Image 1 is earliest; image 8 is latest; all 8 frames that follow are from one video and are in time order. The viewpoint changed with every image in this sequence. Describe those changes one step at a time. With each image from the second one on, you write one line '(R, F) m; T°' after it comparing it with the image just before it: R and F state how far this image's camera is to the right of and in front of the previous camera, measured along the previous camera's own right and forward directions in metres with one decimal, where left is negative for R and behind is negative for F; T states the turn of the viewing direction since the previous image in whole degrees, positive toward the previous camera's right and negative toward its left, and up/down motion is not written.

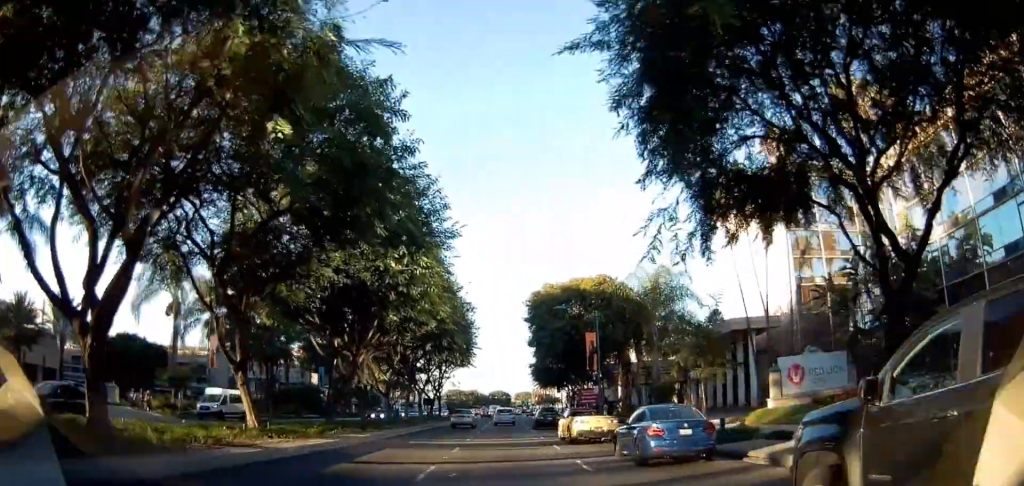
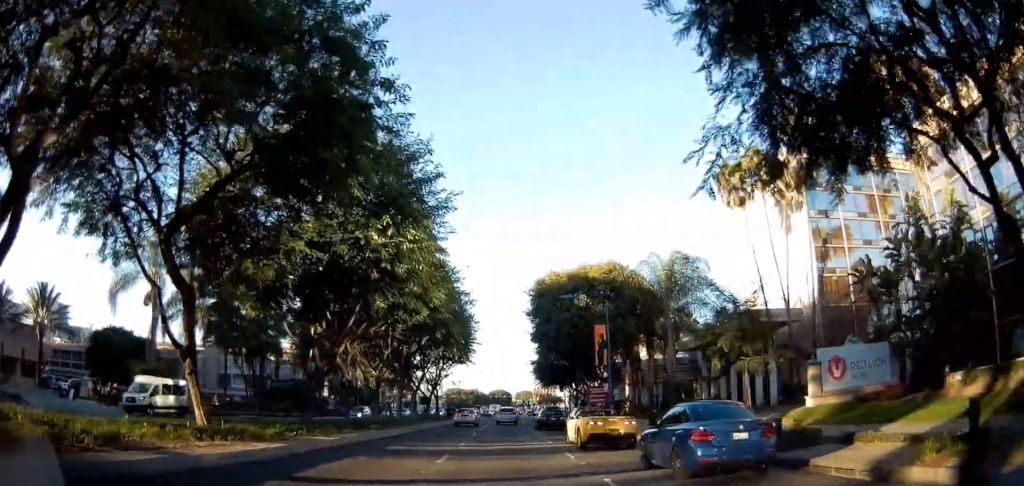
(0.0, +3.9) m; 0°
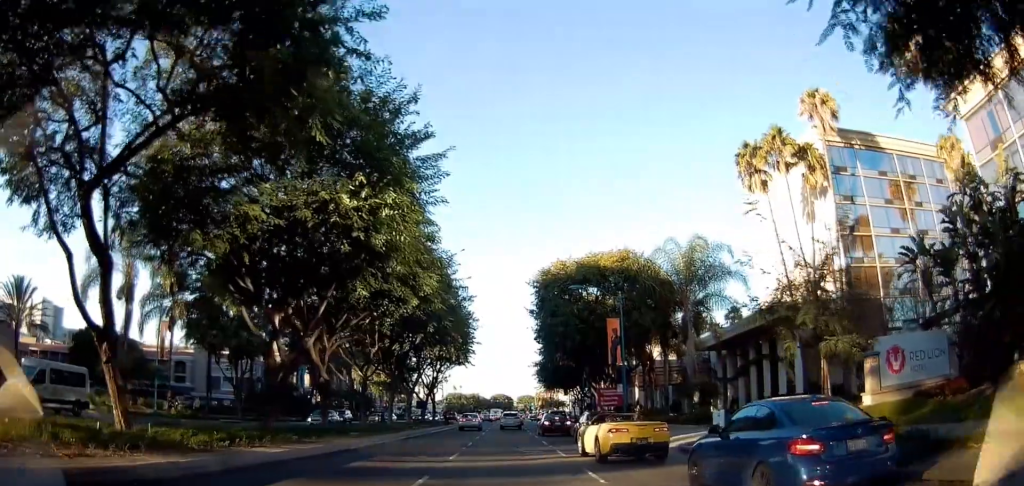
(0.0, +4.4) m; 0°
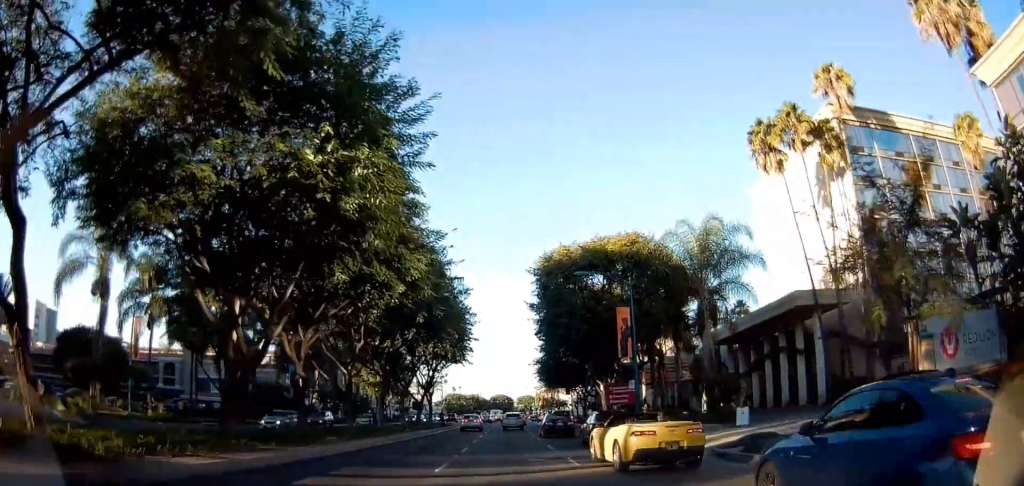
(0.0, +3.4) m; 0°
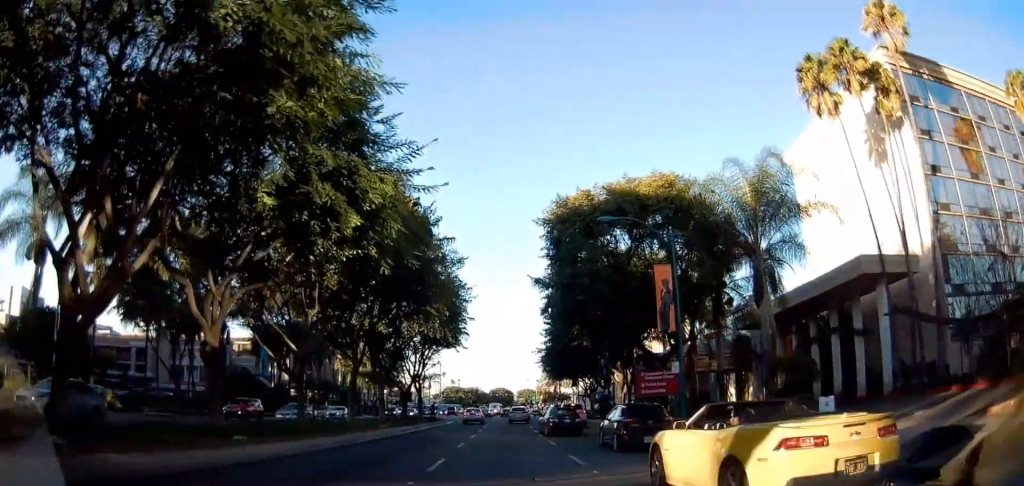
(0.0, +8.1) m; 0°
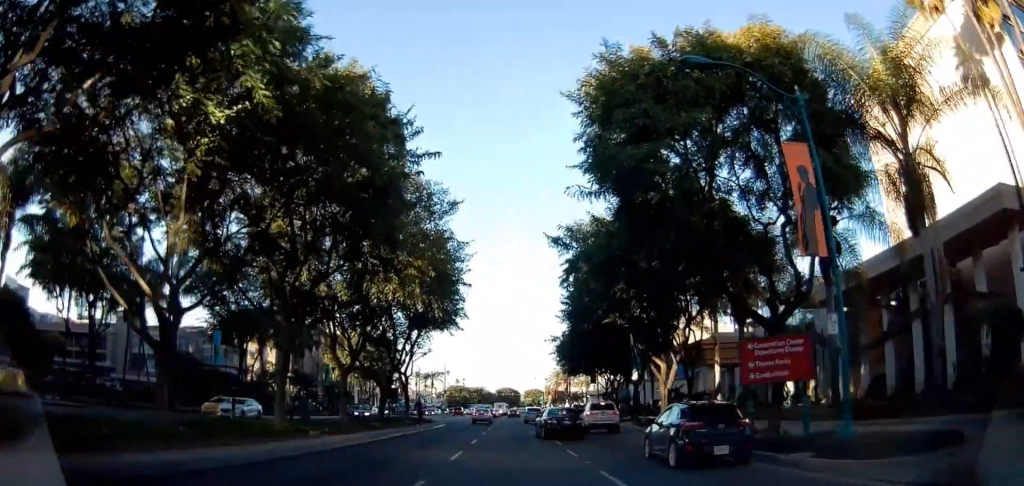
(0.0, +11.7) m; 0°
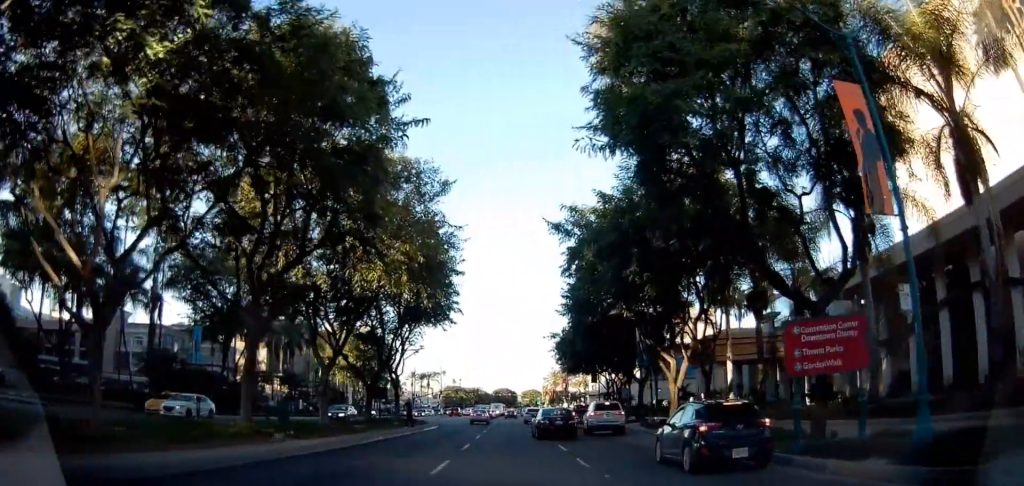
(0.0, +2.9) m; 0°
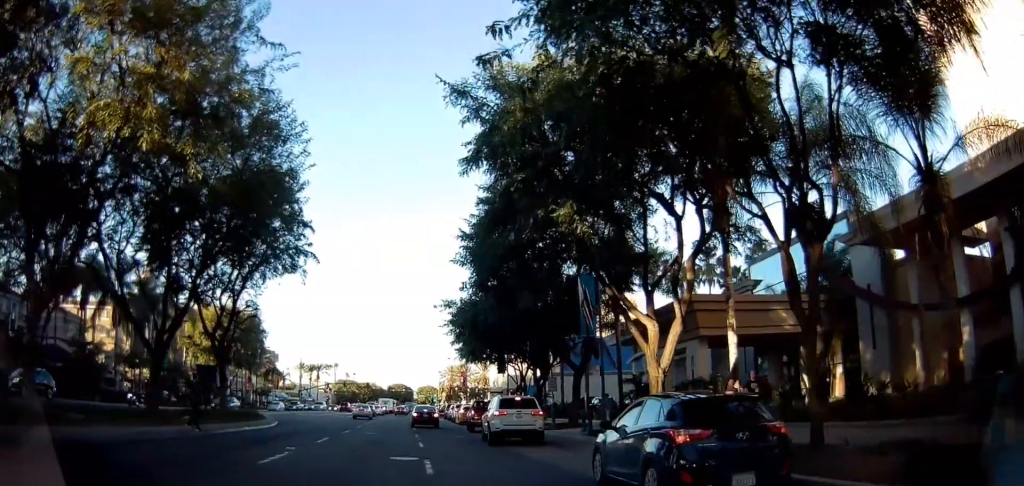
(0.0, +16.3) m; +8°
